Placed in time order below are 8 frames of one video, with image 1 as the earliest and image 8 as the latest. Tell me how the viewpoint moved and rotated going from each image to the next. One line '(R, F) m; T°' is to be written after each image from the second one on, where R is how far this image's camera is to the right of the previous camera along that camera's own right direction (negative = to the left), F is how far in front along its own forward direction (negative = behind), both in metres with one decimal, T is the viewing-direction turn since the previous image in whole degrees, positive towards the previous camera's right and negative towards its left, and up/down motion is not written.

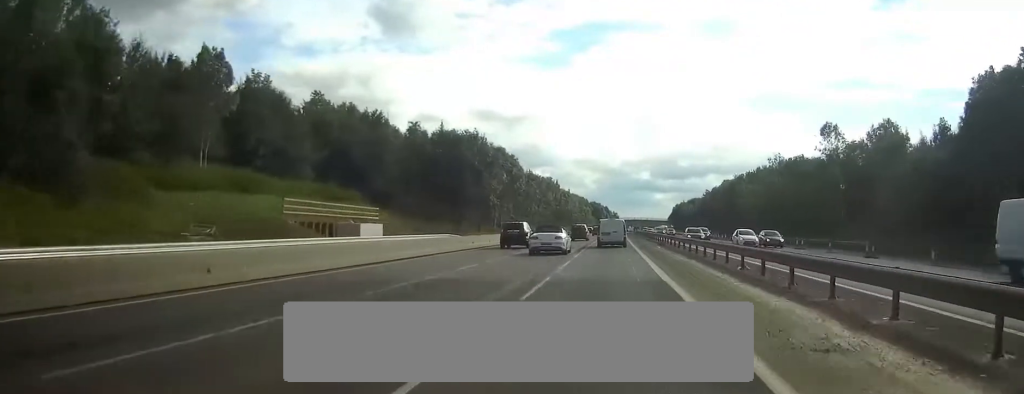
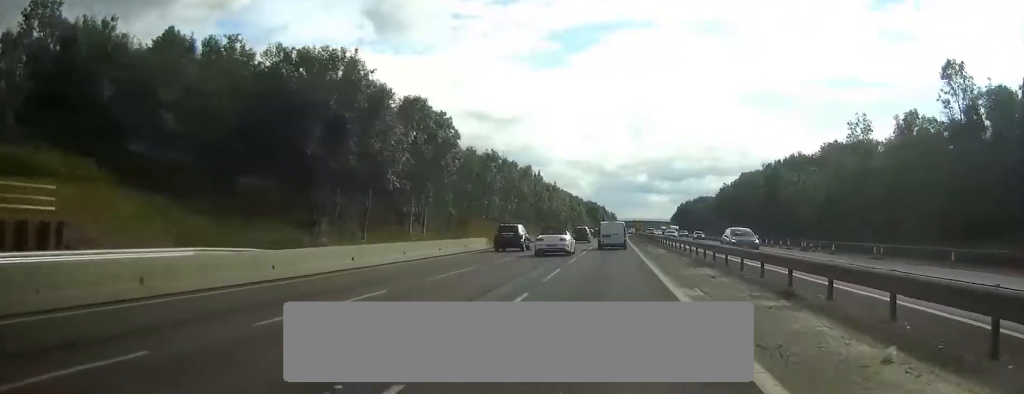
(0.0, +38.8) m; 0°
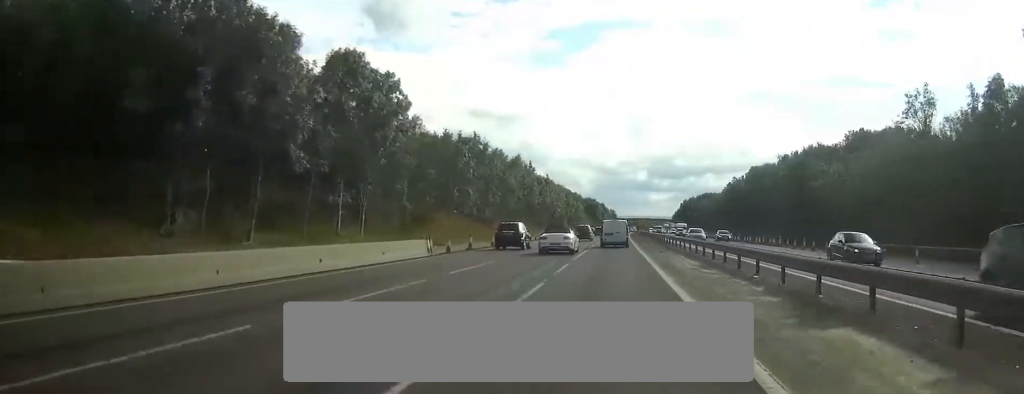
(+0.1, +15.2) m; 0°
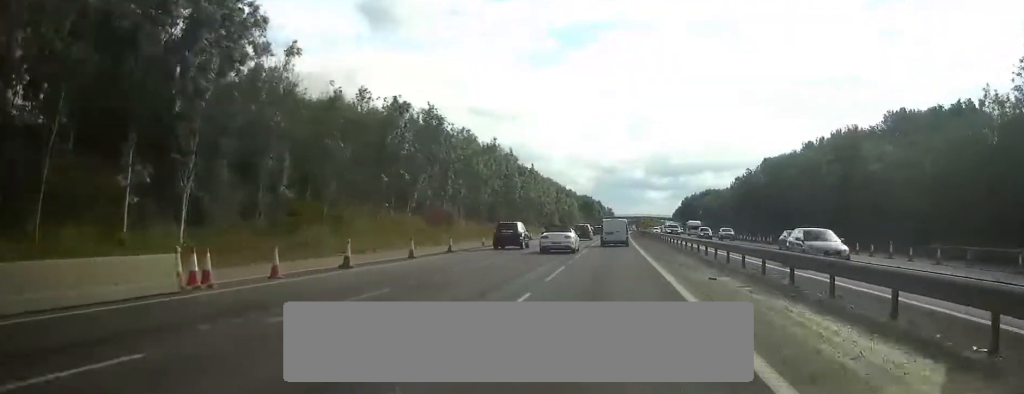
(+0.1, +20.3) m; 0°
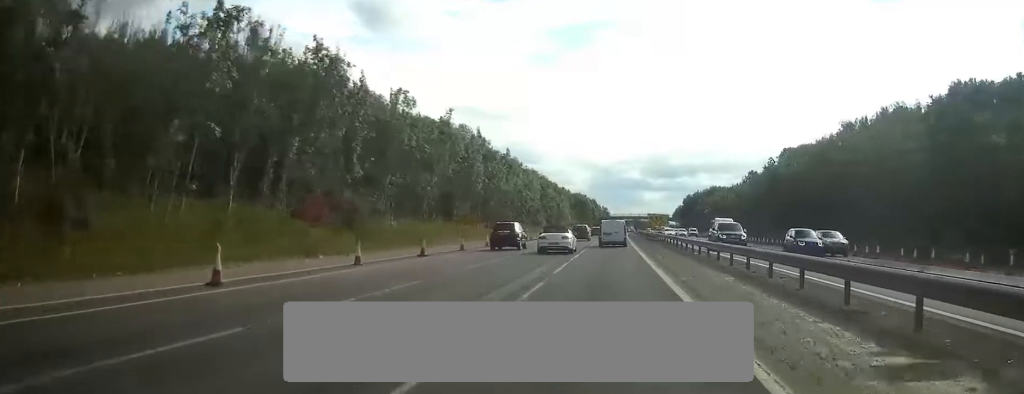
(0.0, +23.8) m; 0°
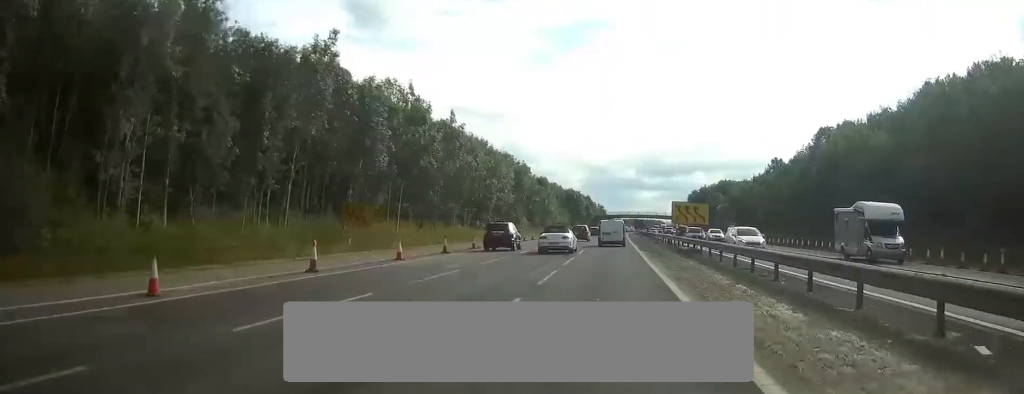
(+0.1, +30.2) m; 0°
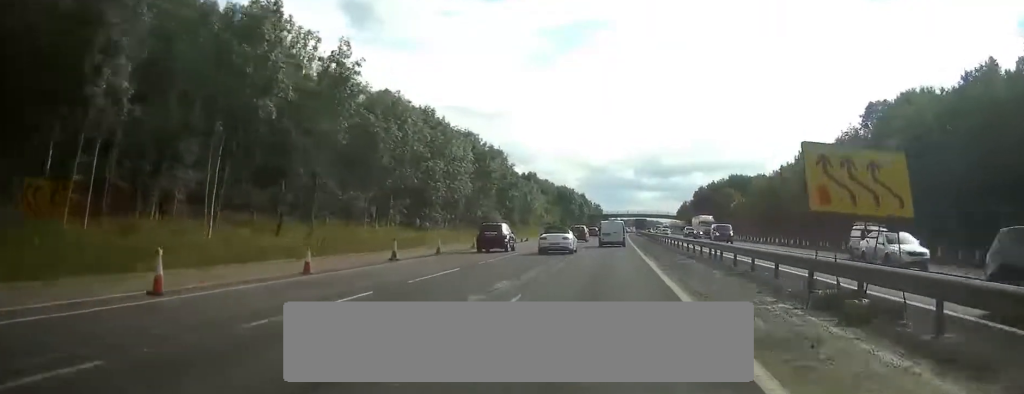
(+0.1, +26.2) m; 0°
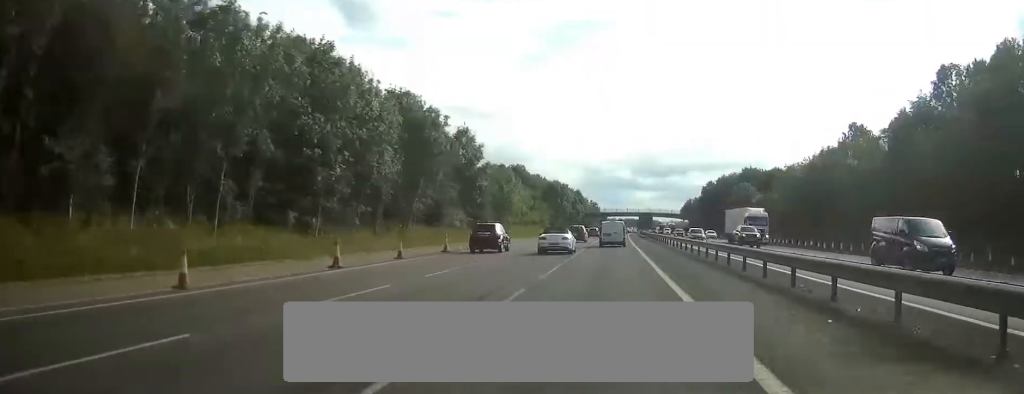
(+0.1, +24.4) m; 0°
